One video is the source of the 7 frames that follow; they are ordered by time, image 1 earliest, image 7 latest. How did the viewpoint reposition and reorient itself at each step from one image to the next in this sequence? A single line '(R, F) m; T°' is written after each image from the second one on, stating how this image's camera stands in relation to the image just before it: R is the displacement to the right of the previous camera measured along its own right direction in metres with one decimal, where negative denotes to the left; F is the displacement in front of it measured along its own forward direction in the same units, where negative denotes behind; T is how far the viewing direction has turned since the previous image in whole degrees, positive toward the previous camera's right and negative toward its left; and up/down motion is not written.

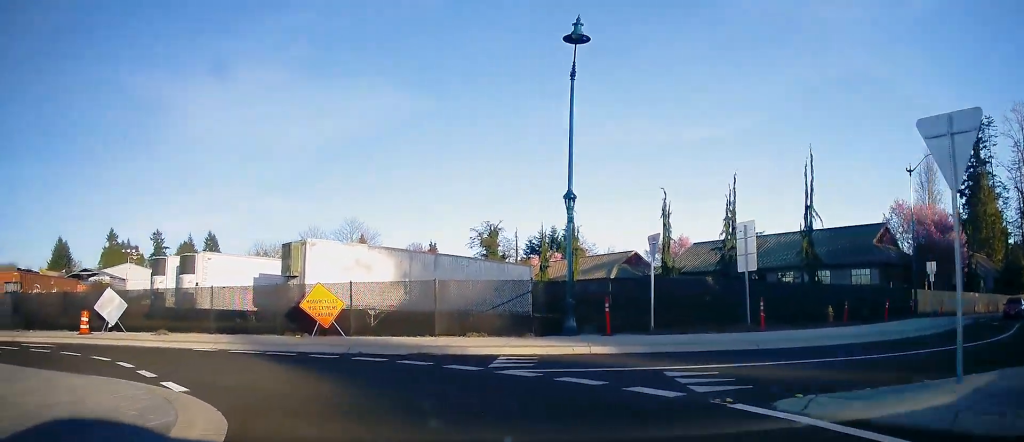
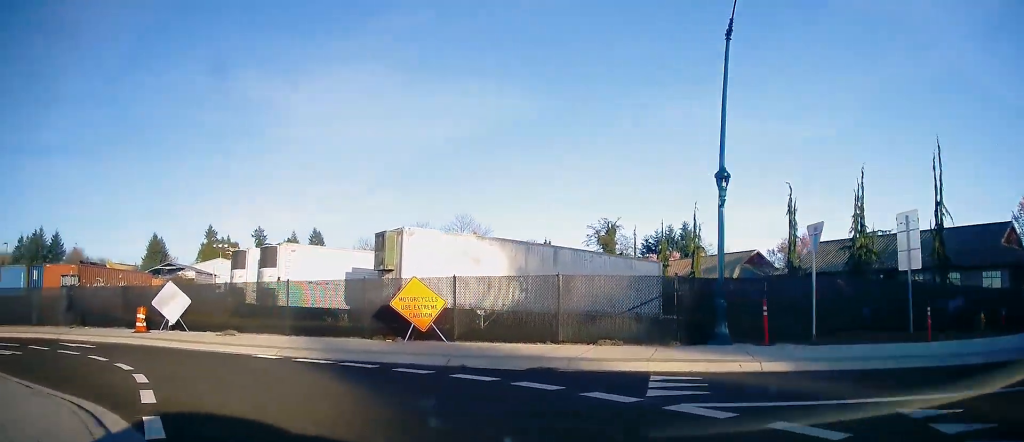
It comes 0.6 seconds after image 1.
(-0.5, +3.8) m; -13°
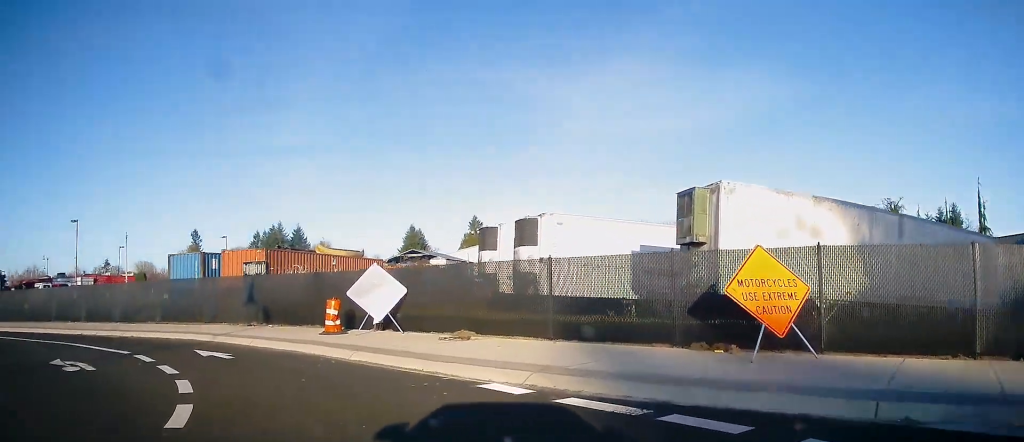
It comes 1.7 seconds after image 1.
(-1.3, +6.7) m; -26°
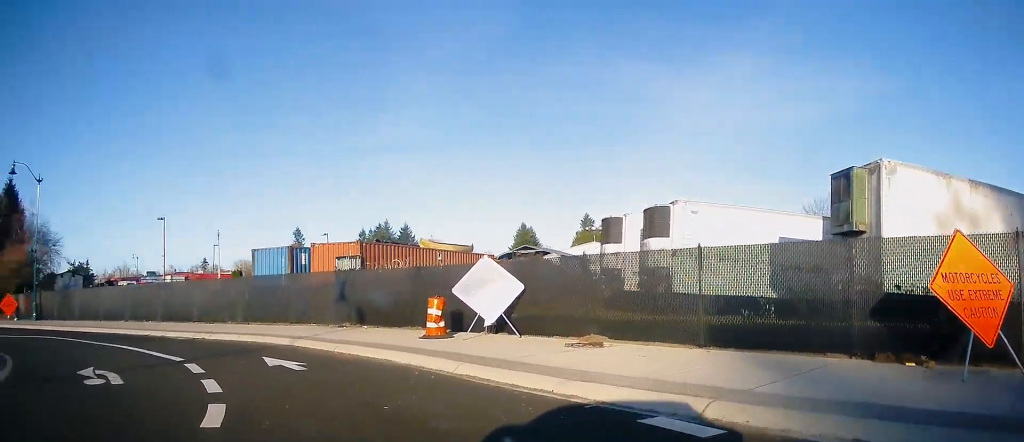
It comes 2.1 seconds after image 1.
(-0.2, +2.4) m; -9°
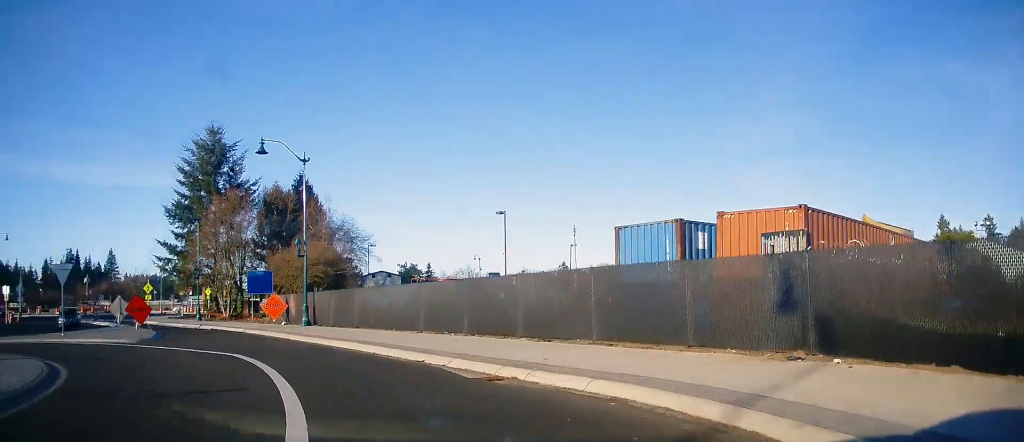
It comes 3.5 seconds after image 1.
(-2.5, +8.5) m; -30°
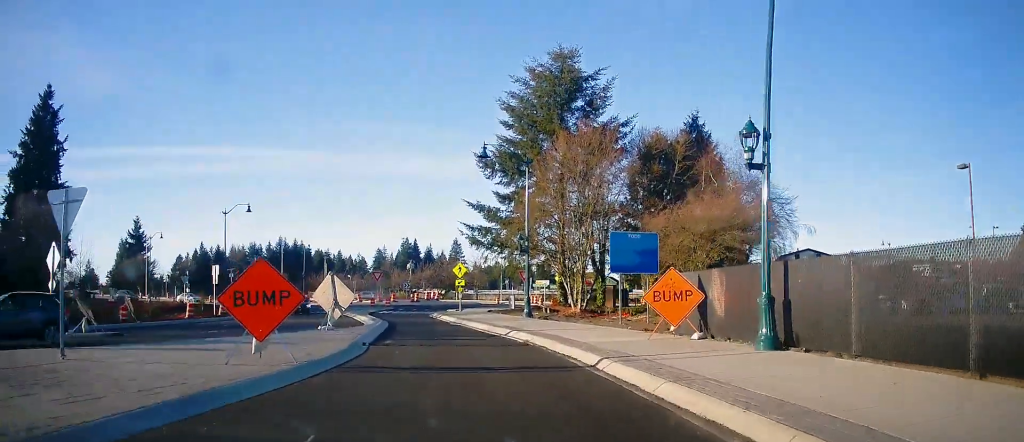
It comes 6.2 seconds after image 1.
(-7.2, +16.9) m; -35°
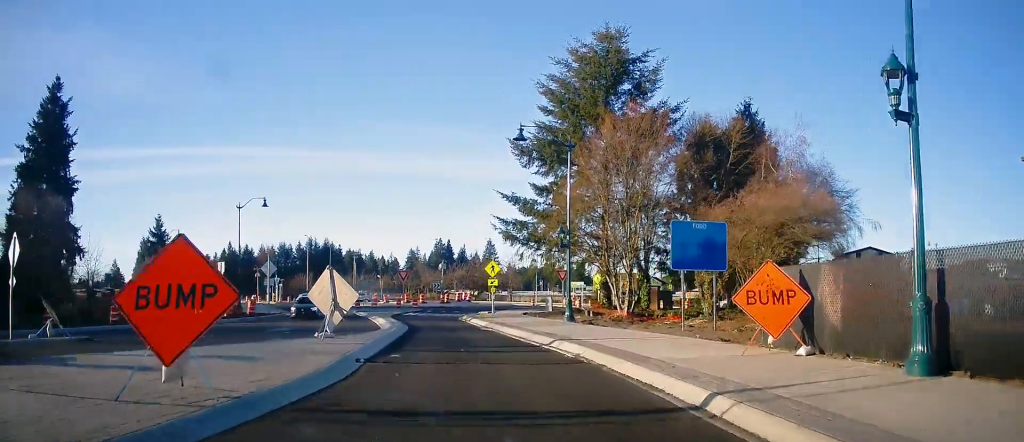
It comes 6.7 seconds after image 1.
(0.0, +3.9) m; -3°
